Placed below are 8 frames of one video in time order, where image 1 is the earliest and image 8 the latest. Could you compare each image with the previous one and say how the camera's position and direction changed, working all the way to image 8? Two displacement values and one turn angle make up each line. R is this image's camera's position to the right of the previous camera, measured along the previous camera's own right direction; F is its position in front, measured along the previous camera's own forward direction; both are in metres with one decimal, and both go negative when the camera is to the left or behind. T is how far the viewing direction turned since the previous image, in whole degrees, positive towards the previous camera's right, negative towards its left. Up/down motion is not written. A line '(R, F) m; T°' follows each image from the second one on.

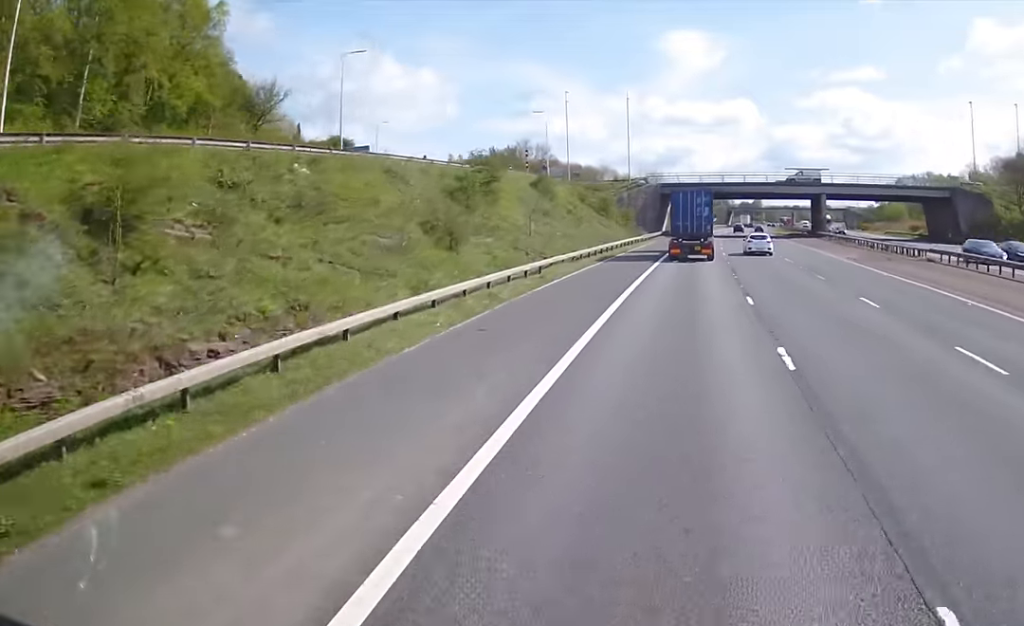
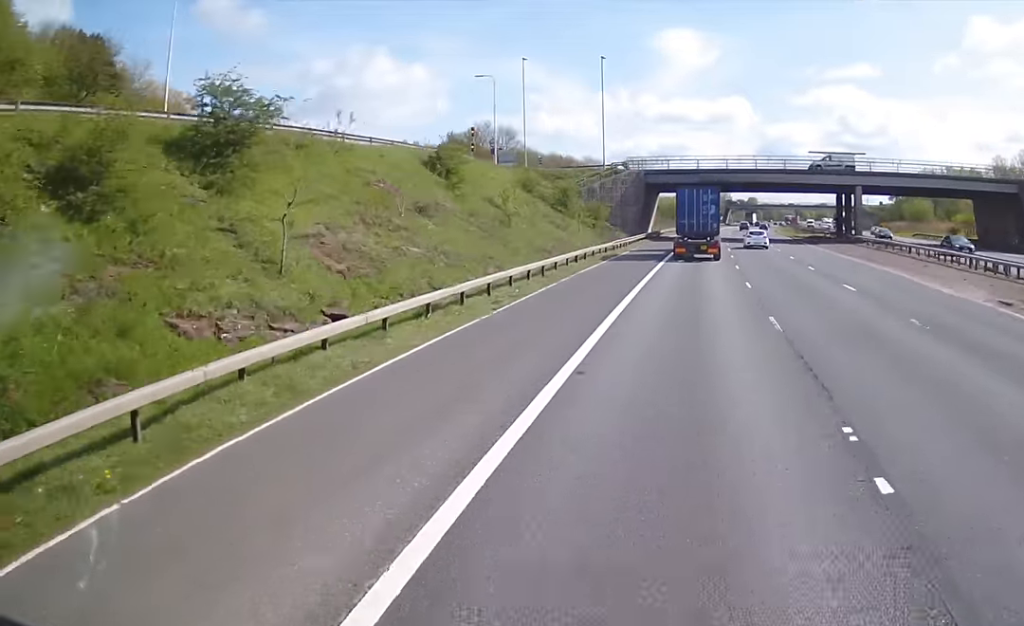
(0.0, +22.8) m; 0°
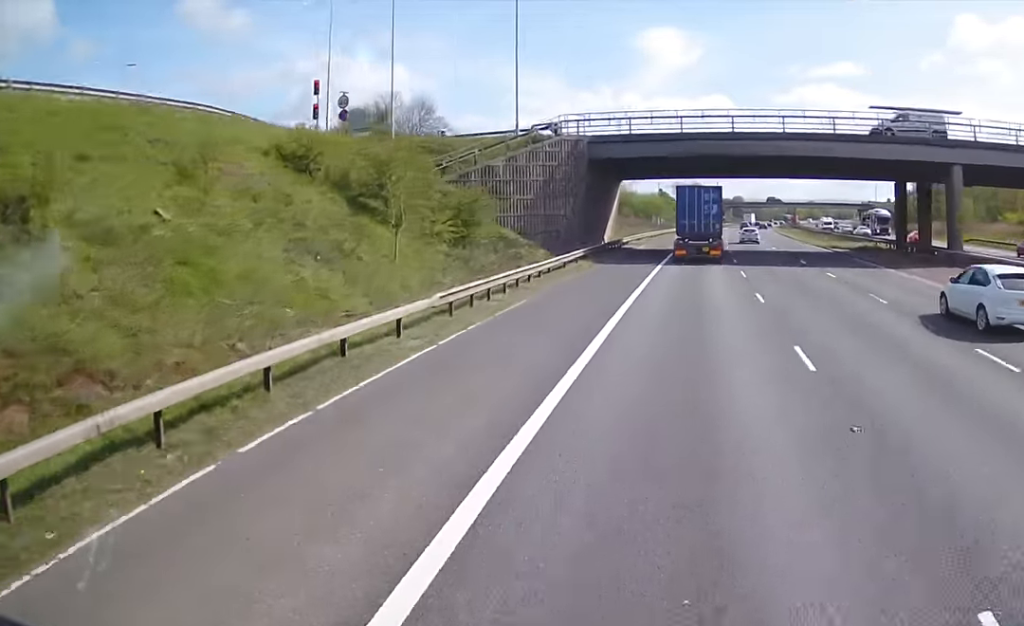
(0.0, +31.0) m; 0°
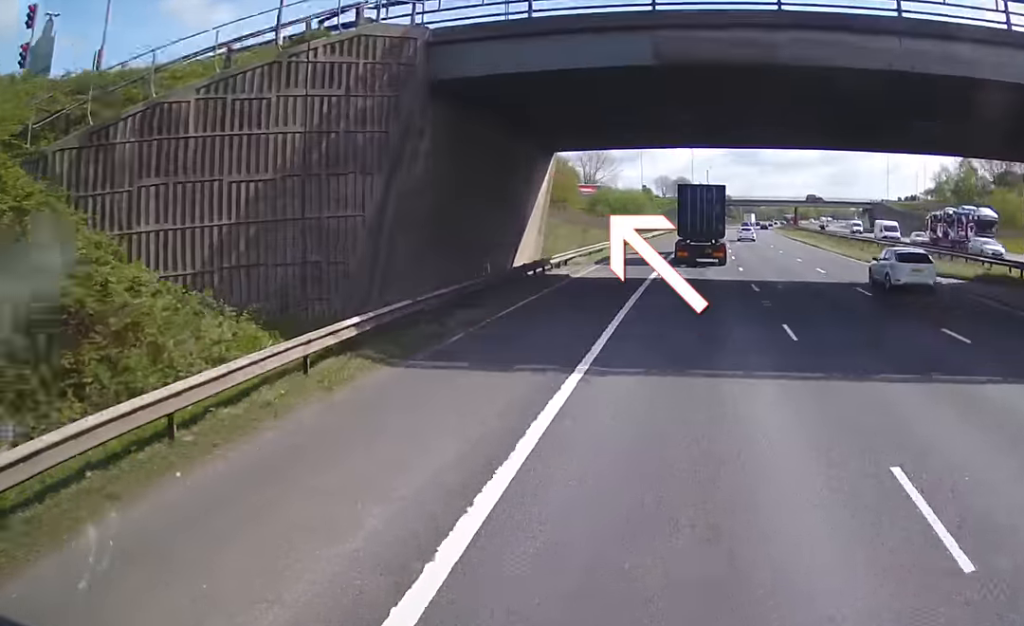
(0.0, +24.3) m; 0°
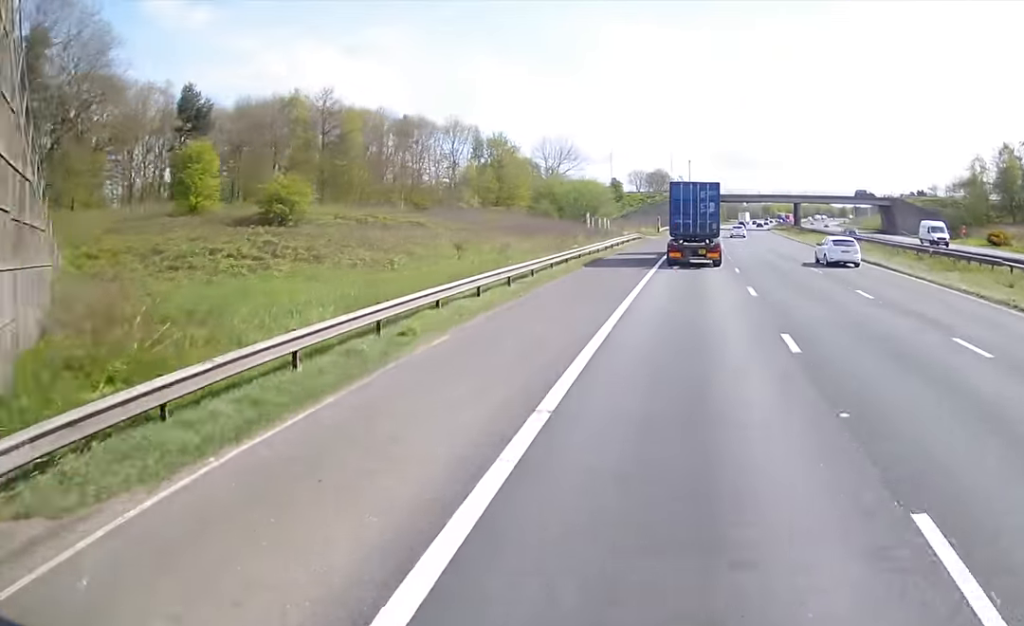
(+0.4, +28.3) m; +2°
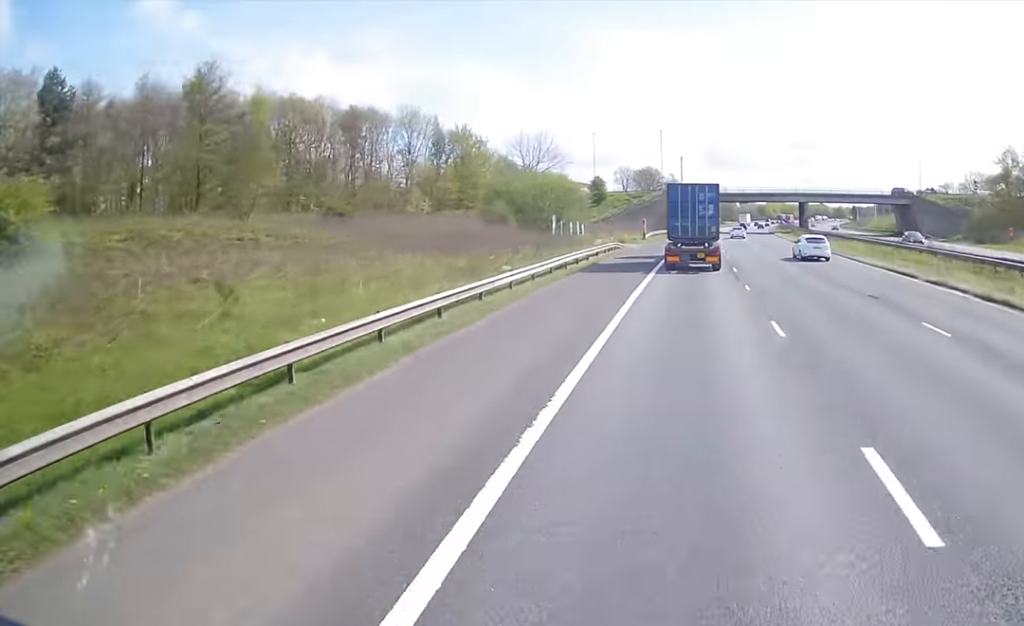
(+0.3, +16.3) m; +2°
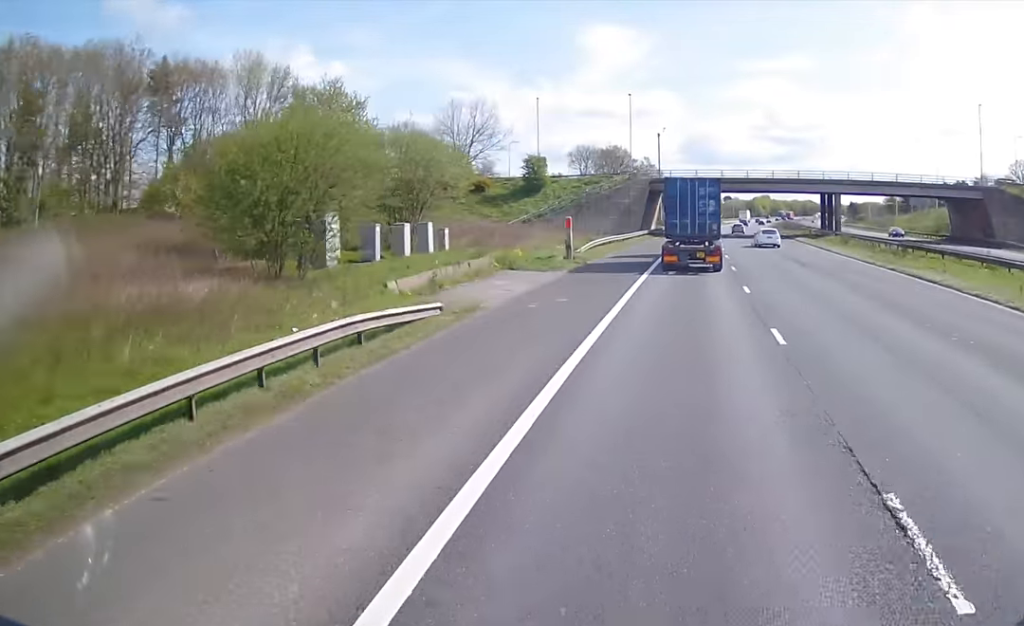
(+0.6, +37.9) m; +2°
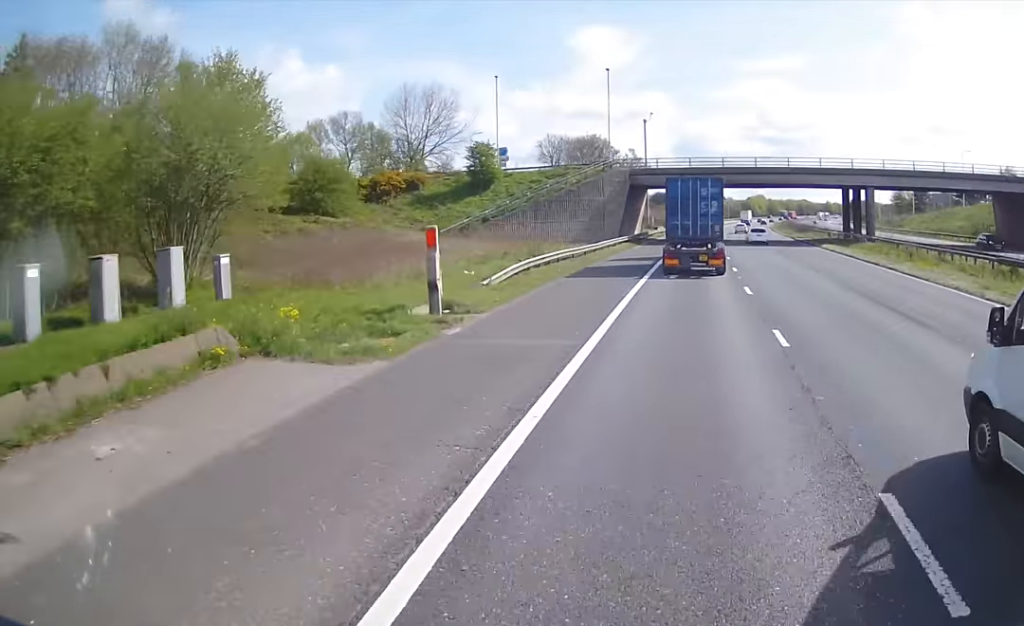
(+0.2, +18.1) m; +1°
